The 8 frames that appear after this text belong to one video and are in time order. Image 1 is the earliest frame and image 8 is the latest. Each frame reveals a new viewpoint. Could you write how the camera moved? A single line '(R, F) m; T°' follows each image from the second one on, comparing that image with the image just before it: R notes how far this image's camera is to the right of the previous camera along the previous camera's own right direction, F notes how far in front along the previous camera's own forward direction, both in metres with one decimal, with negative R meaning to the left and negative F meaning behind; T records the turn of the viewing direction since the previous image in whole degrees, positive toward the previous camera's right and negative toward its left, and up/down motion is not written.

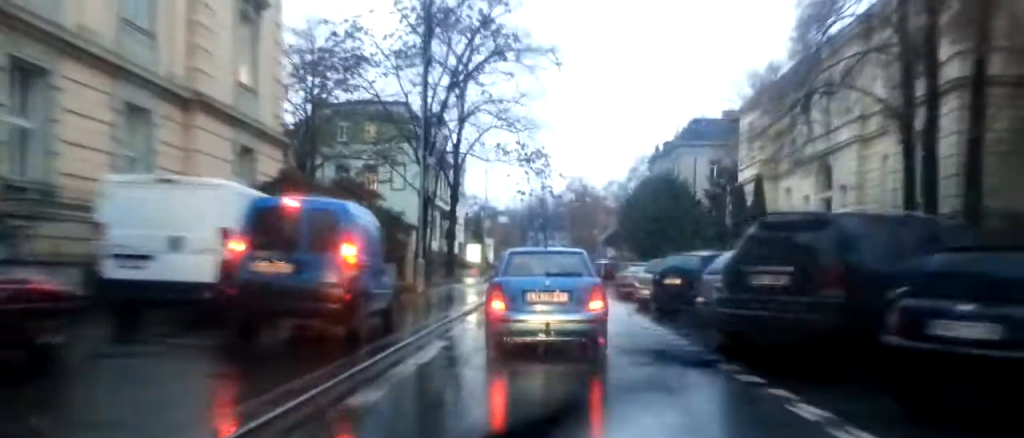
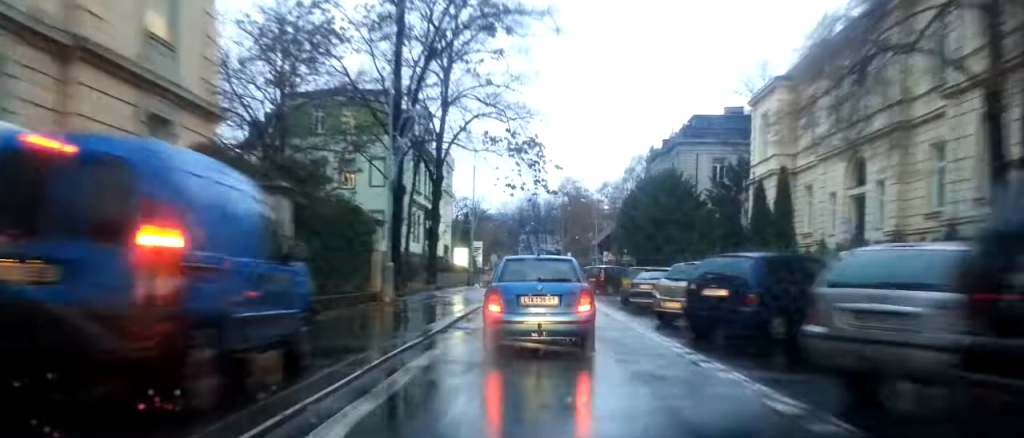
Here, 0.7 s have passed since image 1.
(0.0, +5.4) m; +1°
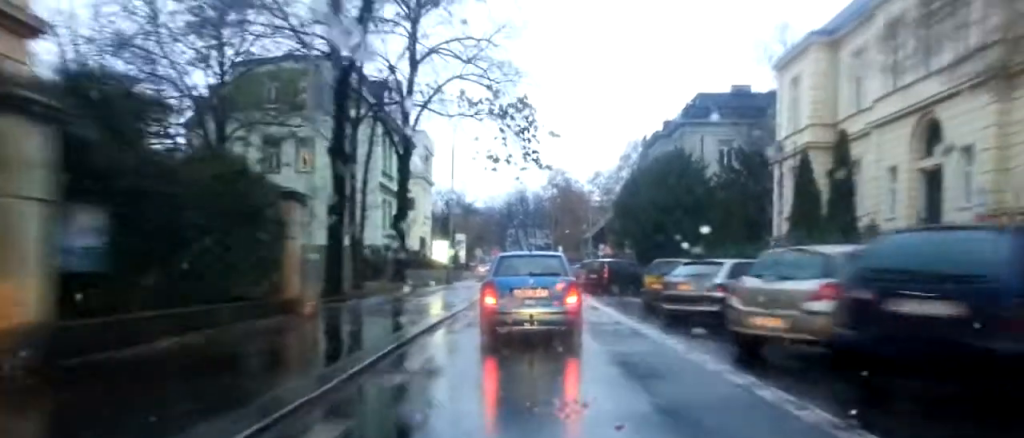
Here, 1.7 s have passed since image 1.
(+0.2, +7.6) m; +2°
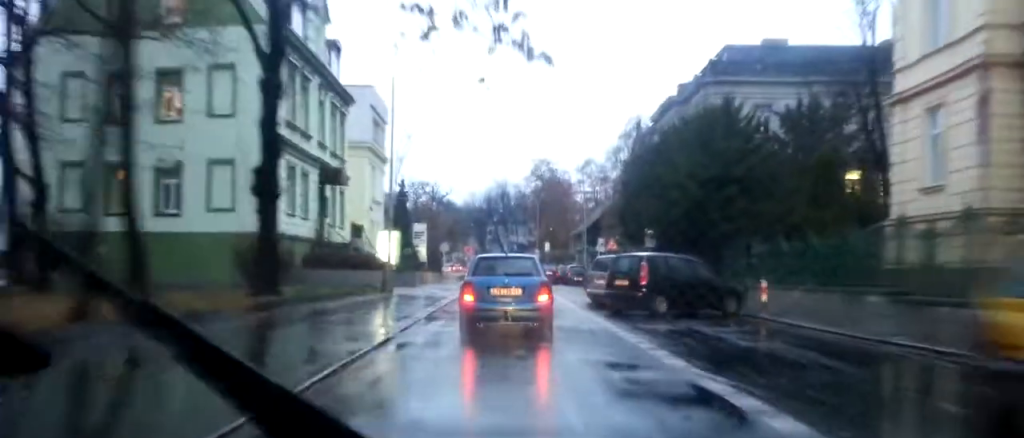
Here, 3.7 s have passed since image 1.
(0.0, +15.8) m; -1°
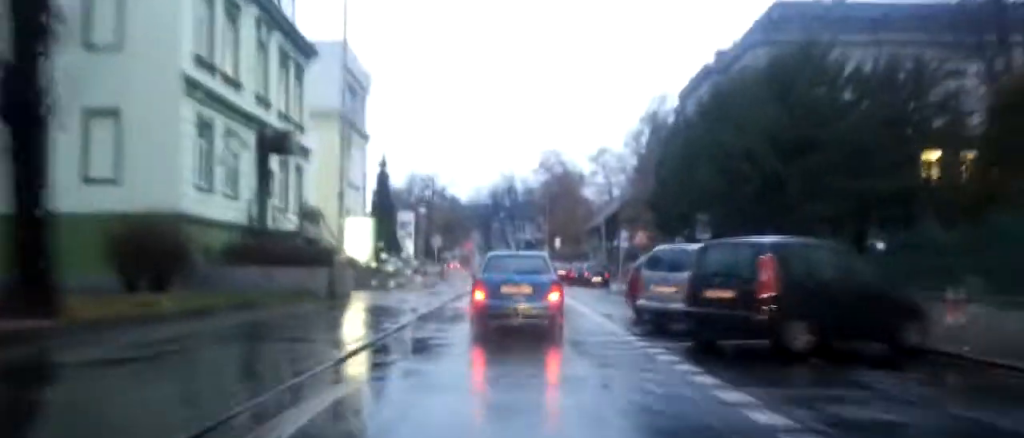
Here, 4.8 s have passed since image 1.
(-0.1, +9.7) m; 0°
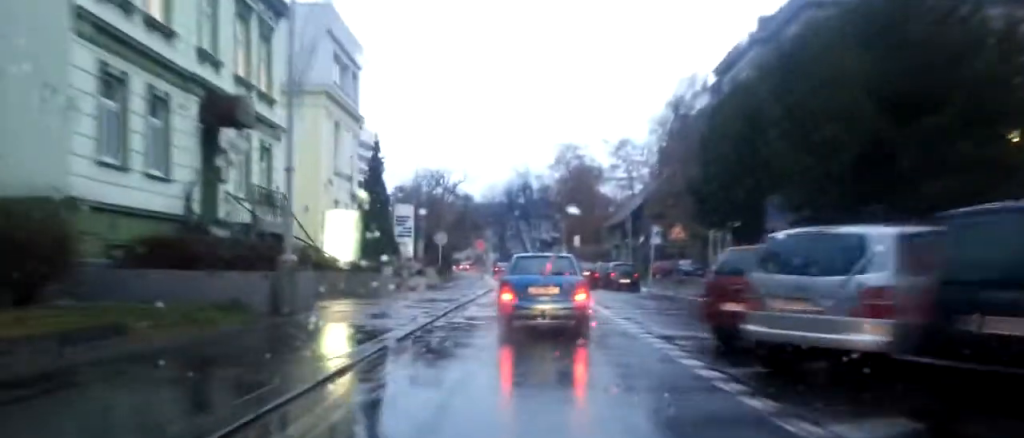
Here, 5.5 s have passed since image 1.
(0.0, +6.3) m; 0°
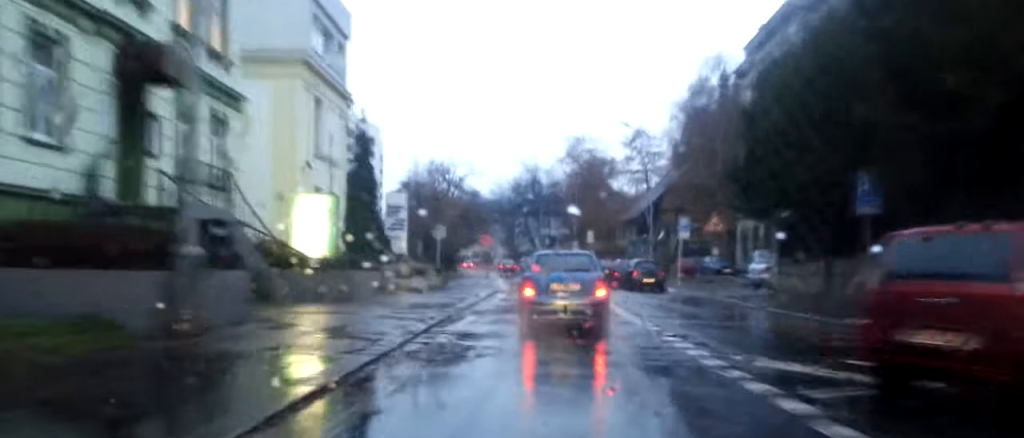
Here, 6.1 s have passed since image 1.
(+0.2, +5.2) m; 0°
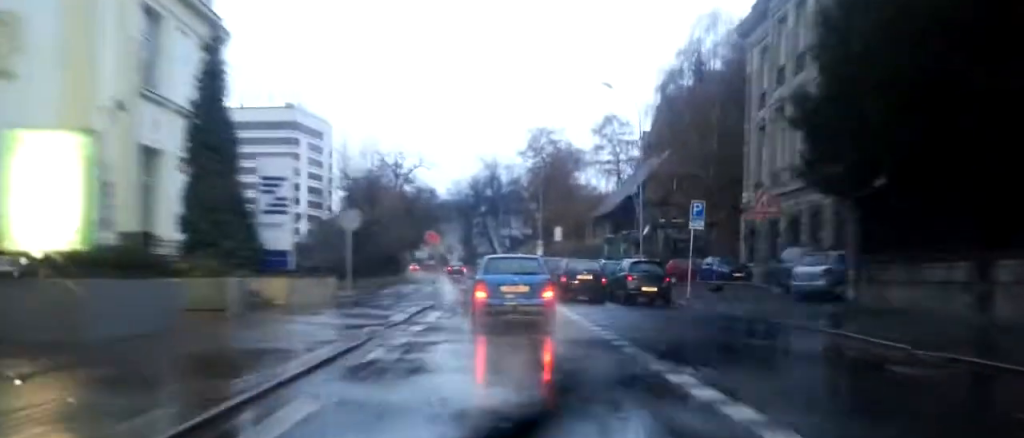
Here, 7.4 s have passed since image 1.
(-0.2, +10.9) m; 0°
